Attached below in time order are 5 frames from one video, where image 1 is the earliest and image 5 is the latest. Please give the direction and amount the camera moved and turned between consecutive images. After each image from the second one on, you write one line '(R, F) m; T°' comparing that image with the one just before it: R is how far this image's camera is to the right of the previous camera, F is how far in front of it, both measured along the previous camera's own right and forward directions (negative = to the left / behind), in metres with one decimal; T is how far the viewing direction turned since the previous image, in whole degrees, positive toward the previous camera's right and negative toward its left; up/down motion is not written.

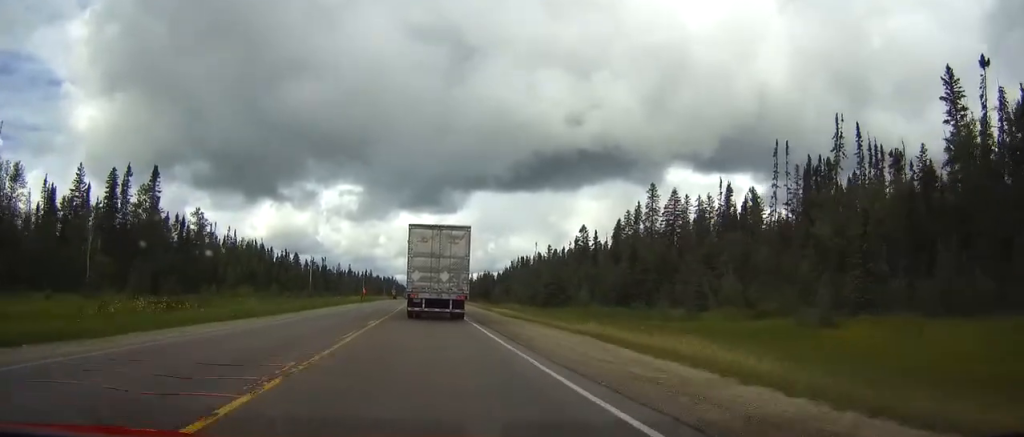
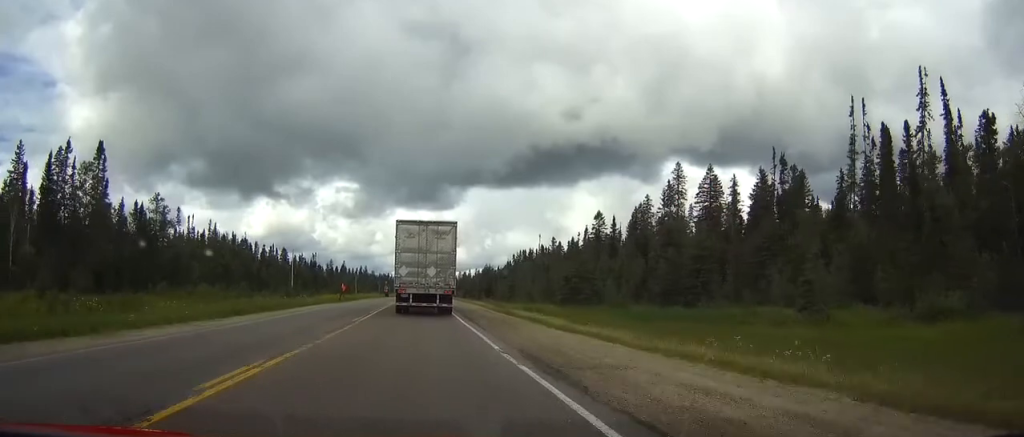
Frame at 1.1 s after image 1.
(0.0, +17.8) m; 0°
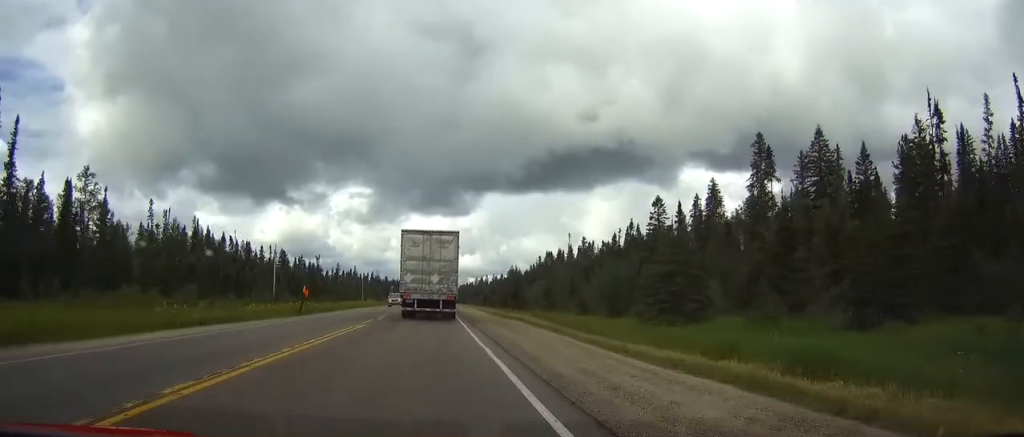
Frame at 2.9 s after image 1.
(+0.1, +28.8) m; 0°
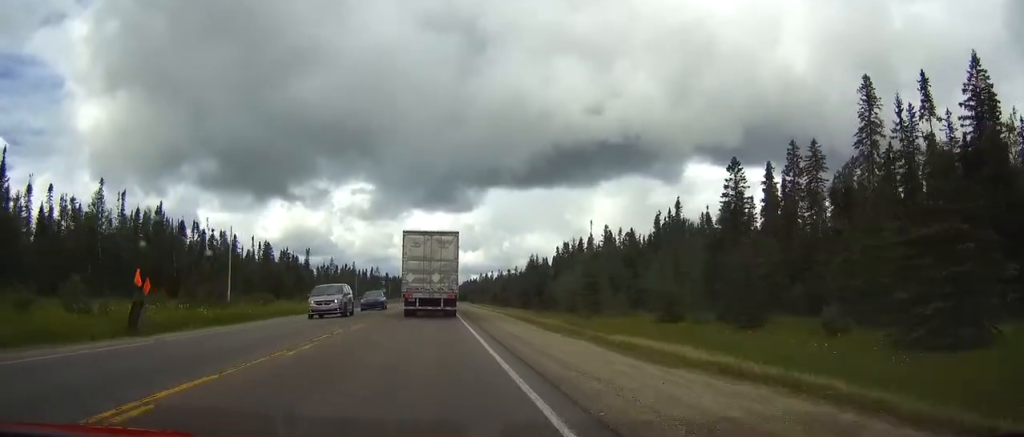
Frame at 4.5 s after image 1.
(-0.2, +27.9) m; -1°
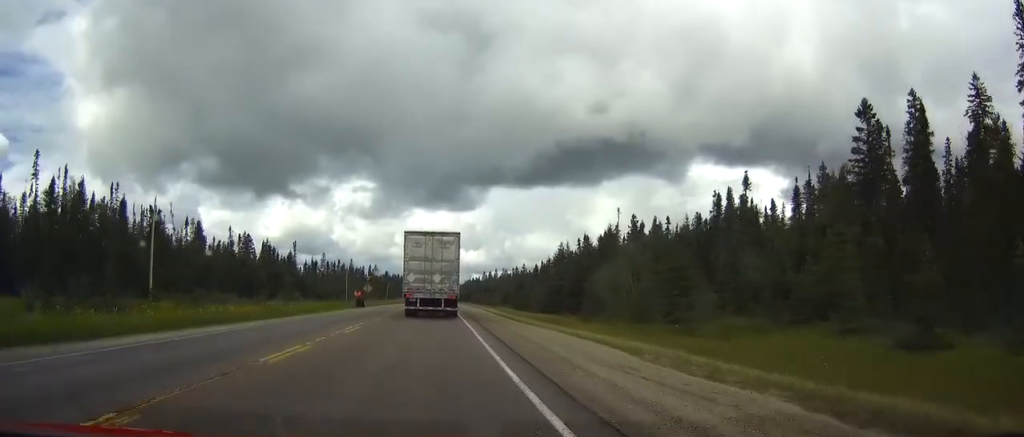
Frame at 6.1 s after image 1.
(-0.2, +26.9) m; -1°
